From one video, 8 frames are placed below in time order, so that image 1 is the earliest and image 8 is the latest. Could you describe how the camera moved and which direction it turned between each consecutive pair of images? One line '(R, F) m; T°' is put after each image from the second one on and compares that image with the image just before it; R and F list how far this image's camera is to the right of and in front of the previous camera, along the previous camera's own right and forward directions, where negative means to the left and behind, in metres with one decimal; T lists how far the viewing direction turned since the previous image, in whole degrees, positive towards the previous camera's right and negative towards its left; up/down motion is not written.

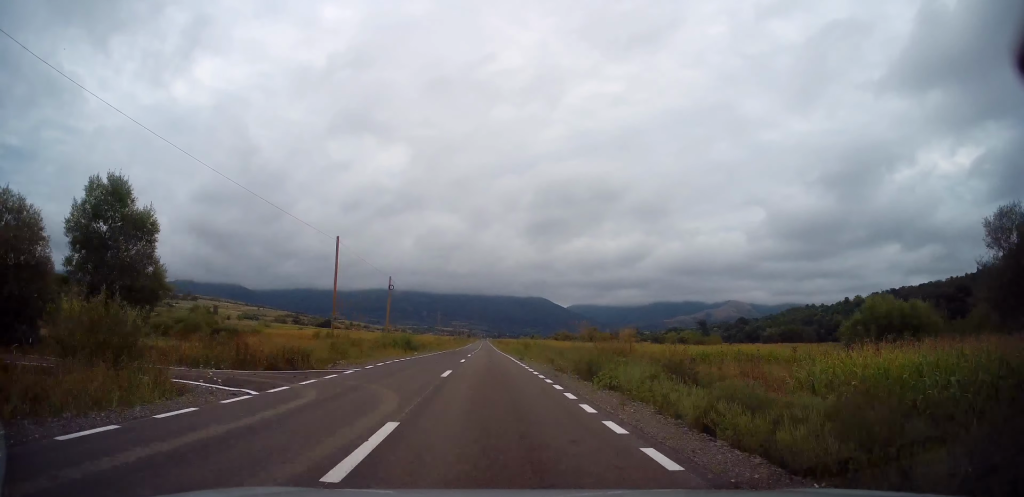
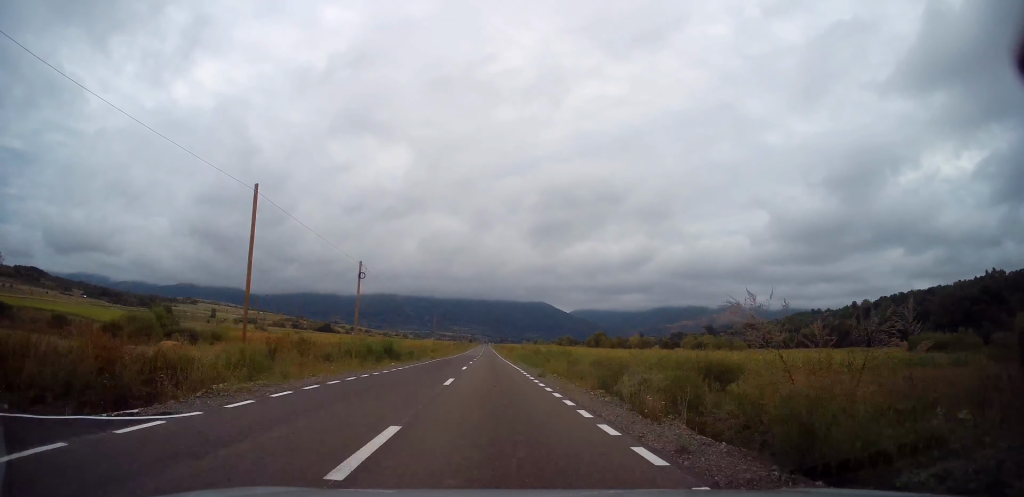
(-0.1, +11.3) m; 0°
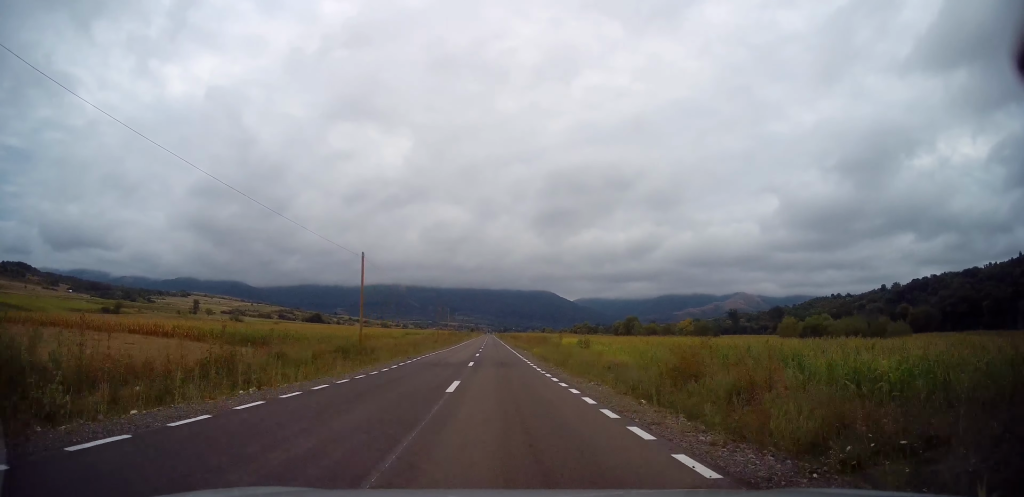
(+0.1, +49.6) m; 0°
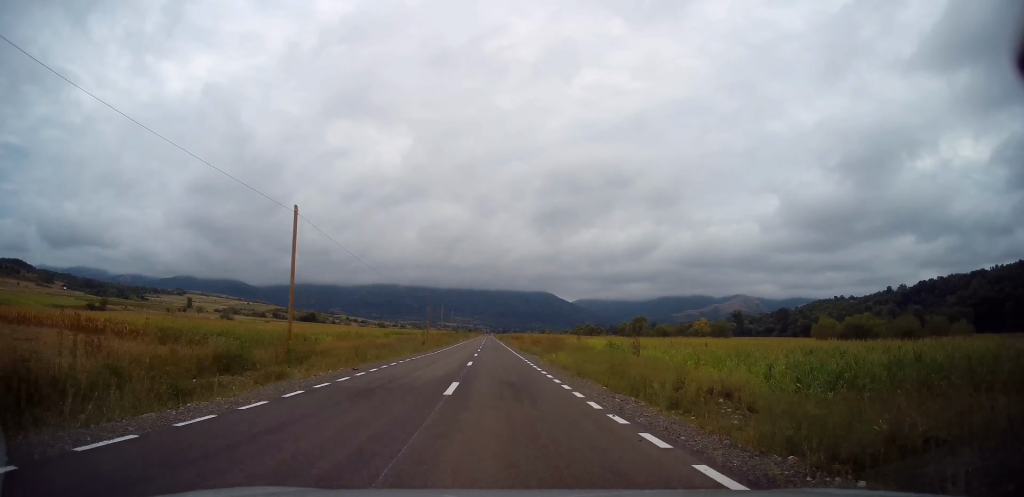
(-0.1, +12.3) m; 0°
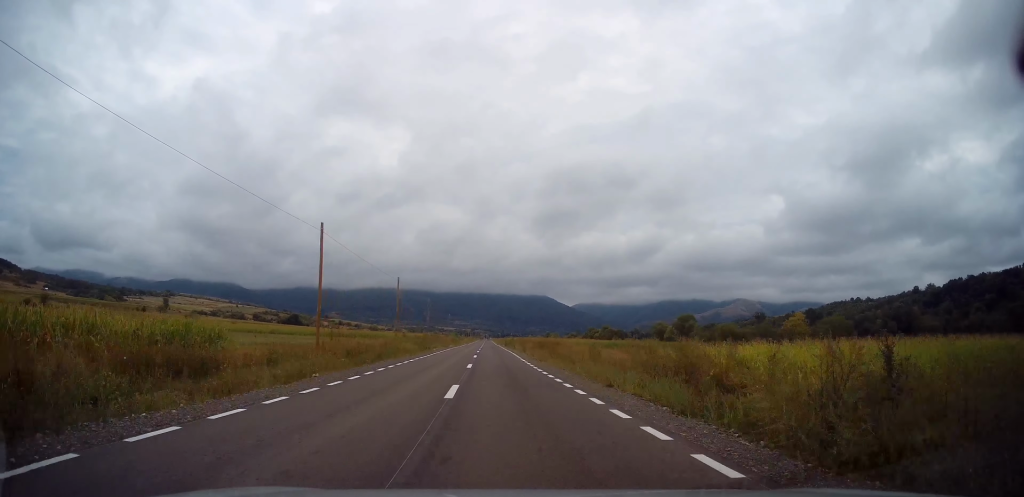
(+0.1, +46.7) m; 0°
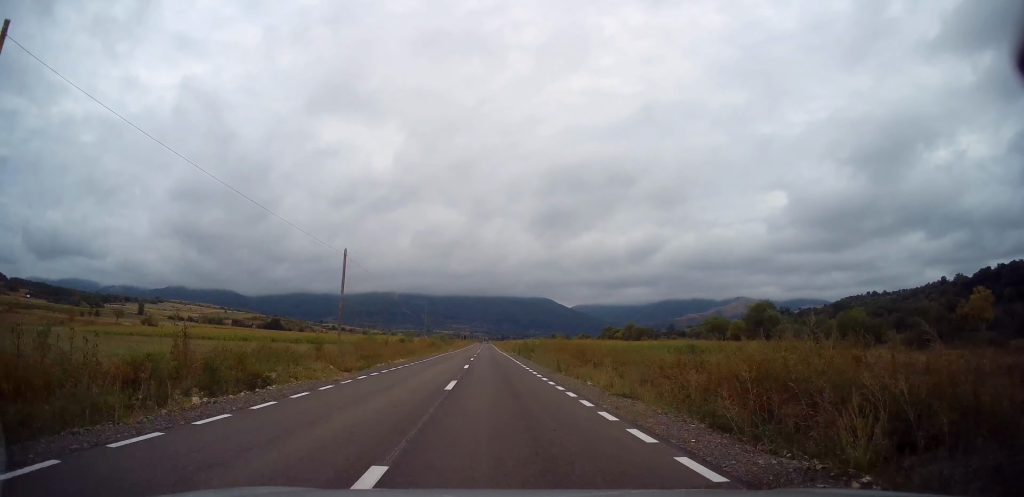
(+0.2, +43.4) m; +1°
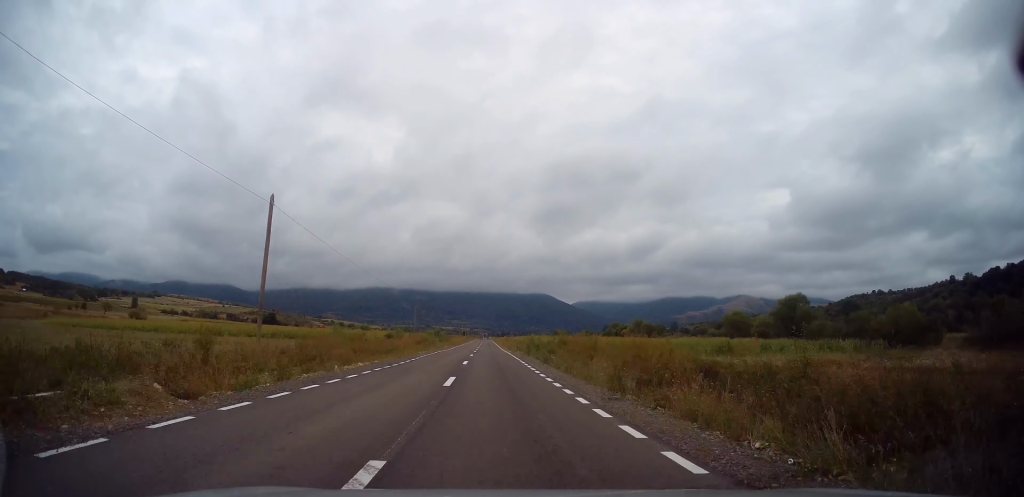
(0.0, +11.5) m; 0°
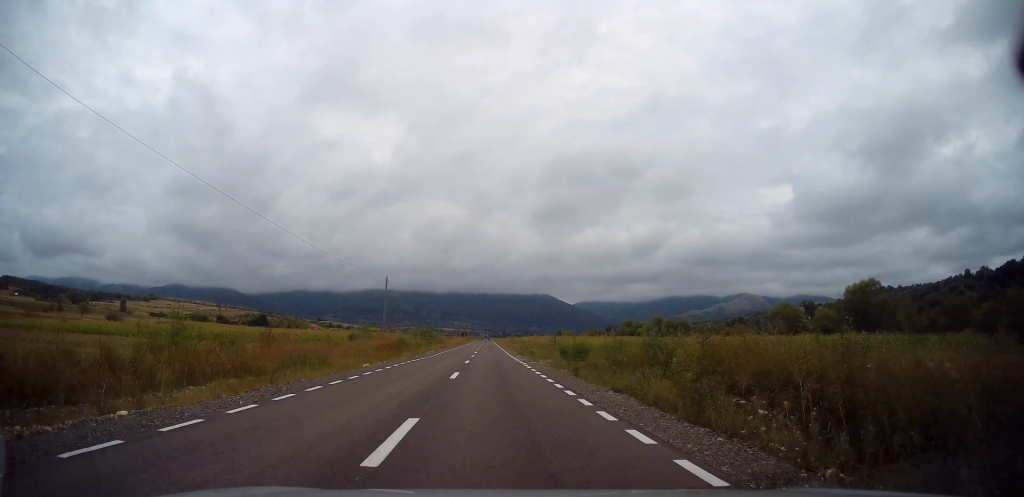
(0.0, +20.4) m; 0°
